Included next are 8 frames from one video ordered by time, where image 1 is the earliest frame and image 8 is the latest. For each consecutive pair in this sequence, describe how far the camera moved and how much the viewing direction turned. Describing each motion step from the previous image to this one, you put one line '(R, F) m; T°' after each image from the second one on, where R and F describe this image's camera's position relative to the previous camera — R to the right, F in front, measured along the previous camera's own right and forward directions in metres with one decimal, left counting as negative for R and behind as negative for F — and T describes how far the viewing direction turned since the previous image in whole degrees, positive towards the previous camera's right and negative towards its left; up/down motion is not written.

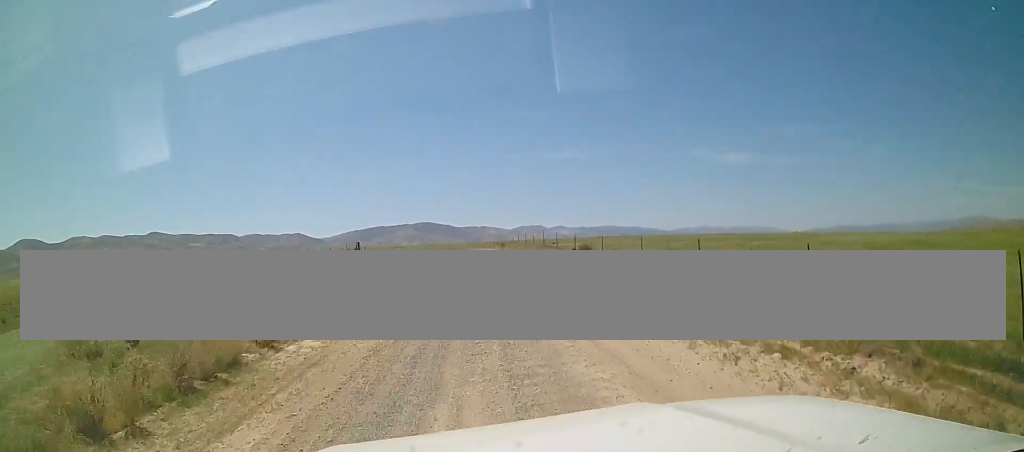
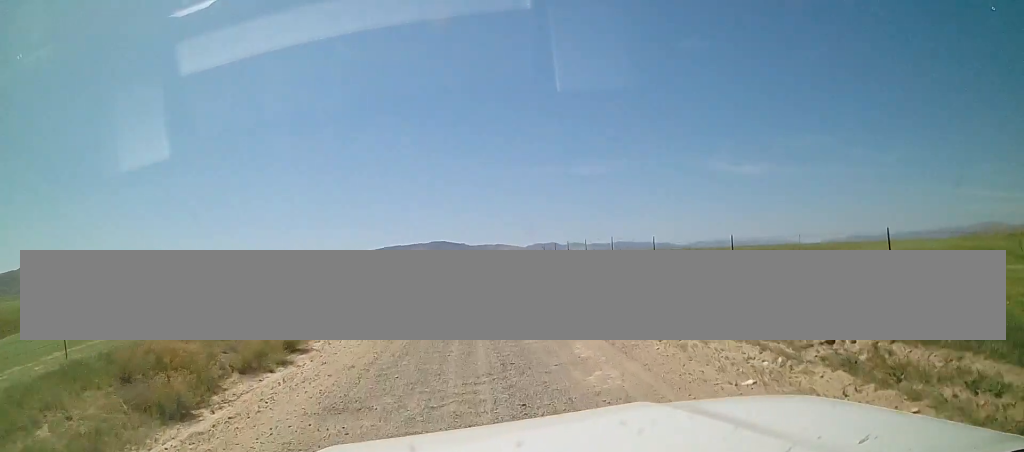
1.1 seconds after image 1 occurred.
(-0.4, +13.1) m; -3°
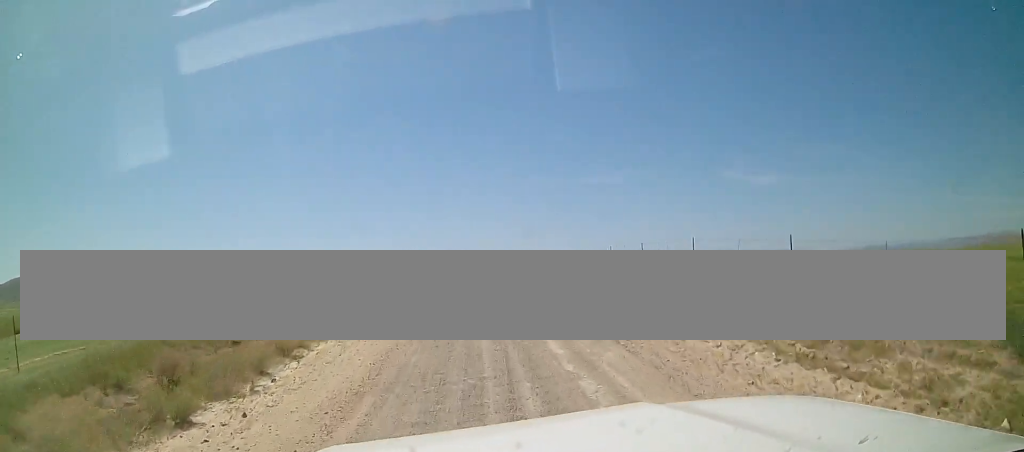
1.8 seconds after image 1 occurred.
(-0.2, +8.3) m; -1°
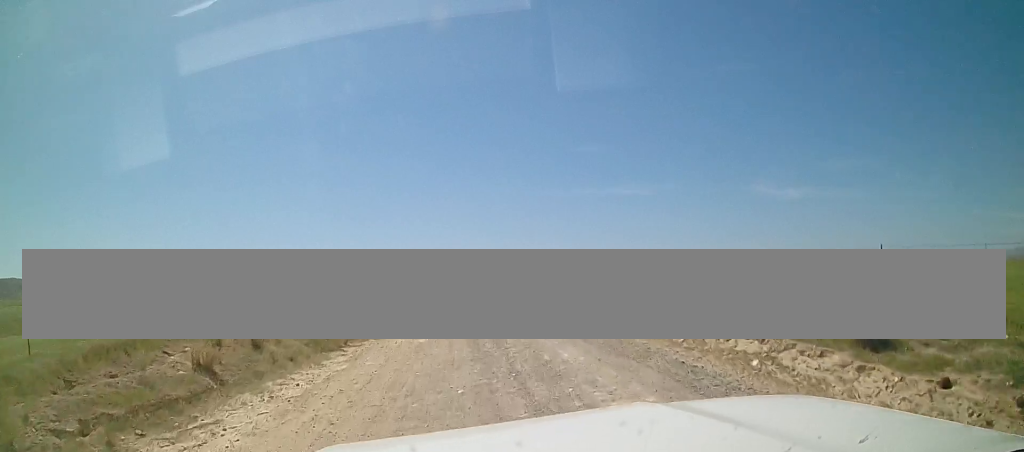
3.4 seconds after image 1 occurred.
(0.0, +17.9) m; -3°
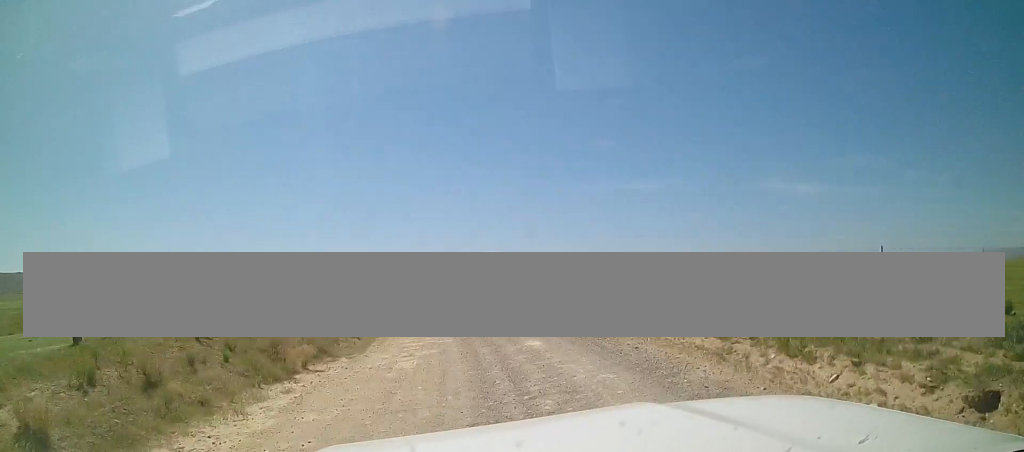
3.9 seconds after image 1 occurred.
(-0.2, +4.5) m; -3°
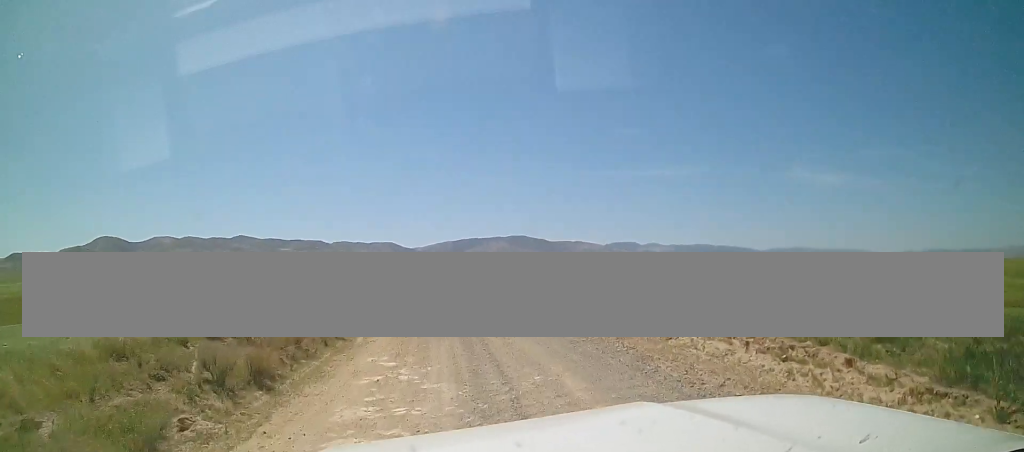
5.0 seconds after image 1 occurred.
(-0.5, +9.8) m; -3°
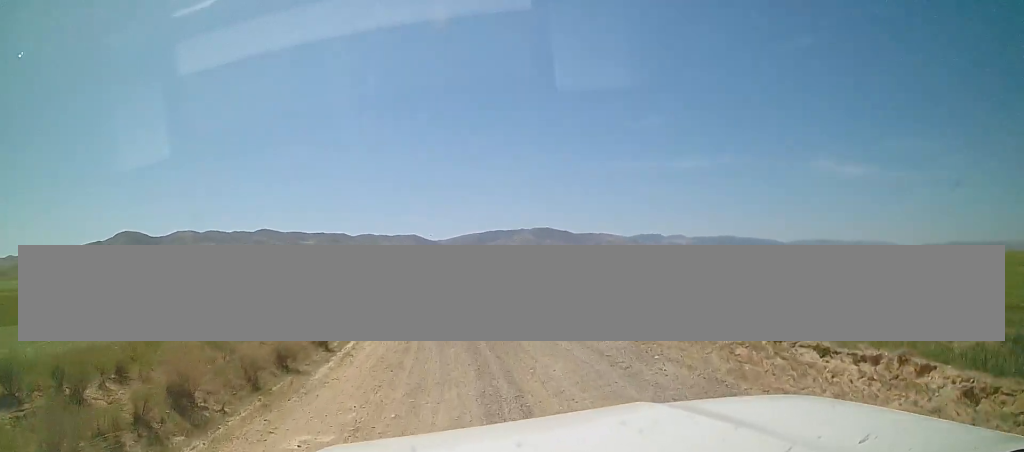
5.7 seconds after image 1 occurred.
(0.0, +6.1) m; 0°
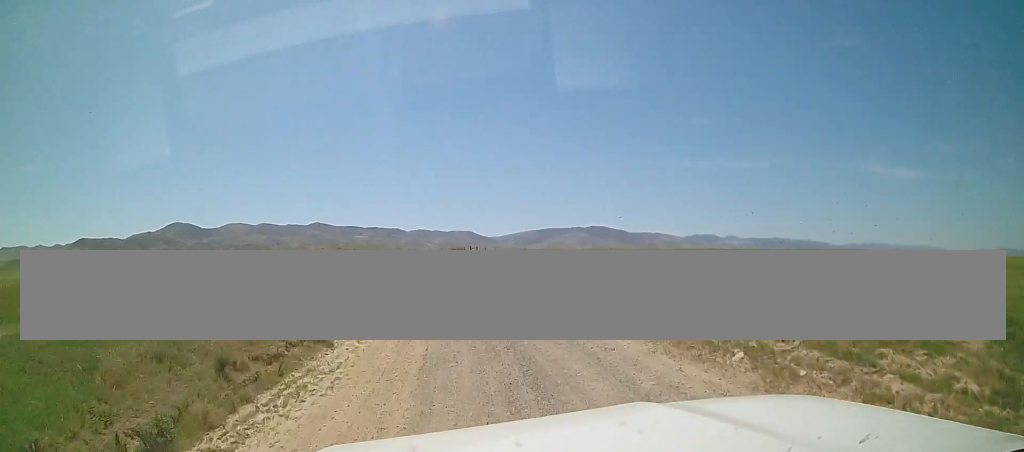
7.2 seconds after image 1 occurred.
(-0.1, +12.7) m; -5°
